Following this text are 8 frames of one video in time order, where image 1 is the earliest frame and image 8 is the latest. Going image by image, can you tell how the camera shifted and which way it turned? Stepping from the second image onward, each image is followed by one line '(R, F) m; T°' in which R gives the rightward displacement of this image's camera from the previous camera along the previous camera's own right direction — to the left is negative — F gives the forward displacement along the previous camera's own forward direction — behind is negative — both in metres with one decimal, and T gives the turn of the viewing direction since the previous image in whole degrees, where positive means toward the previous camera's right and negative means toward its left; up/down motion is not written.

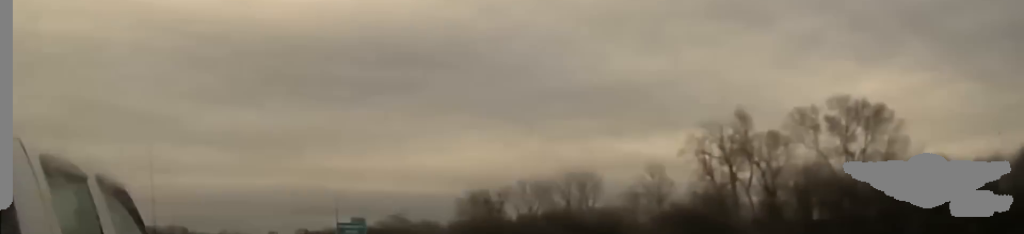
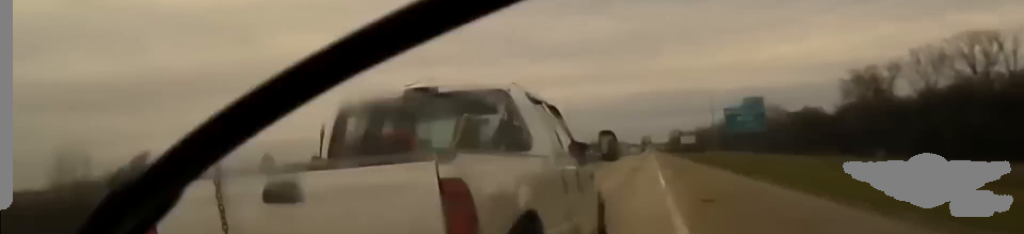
(-1.3, +38.7) m; -2°
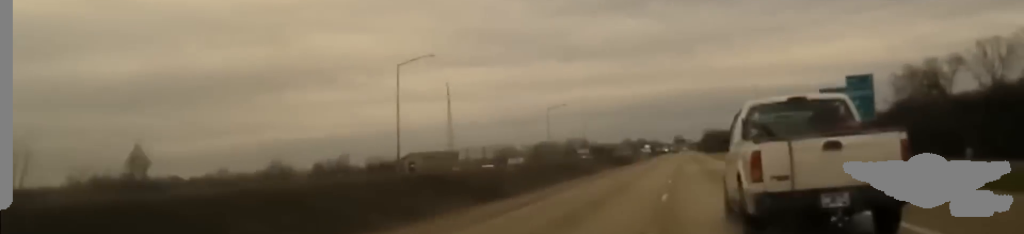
(-0.1, +25.4) m; -2°
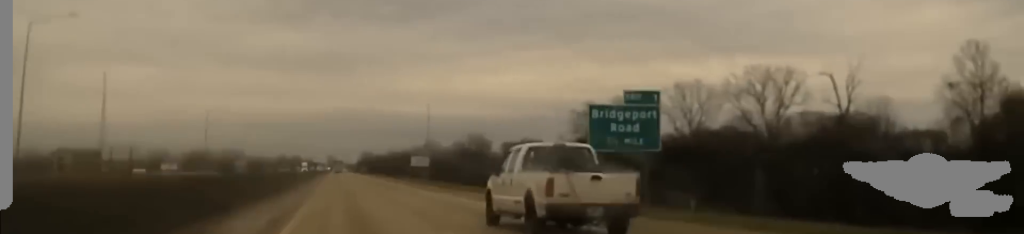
(-0.3, +16.2) m; 0°
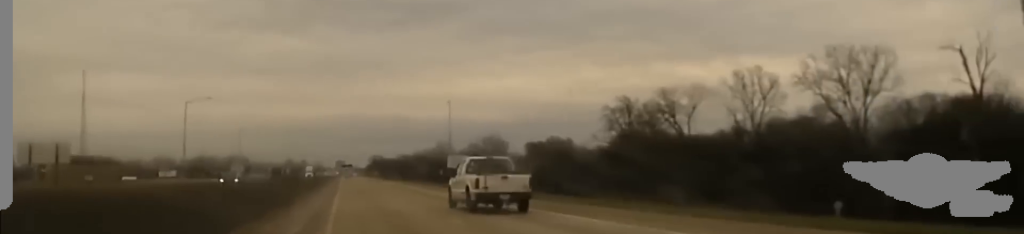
(+0.2, +30.1) m; +3°
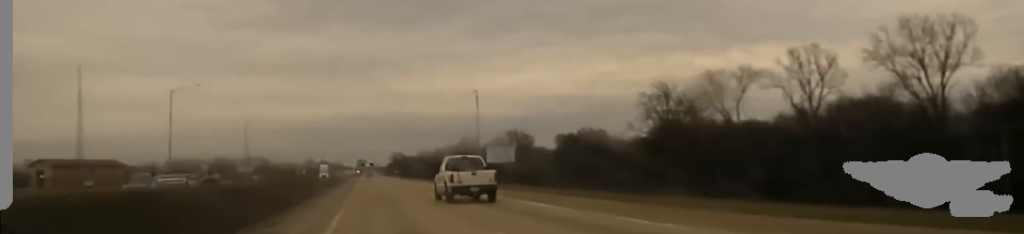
(+1.0, +19.5) m; +2°
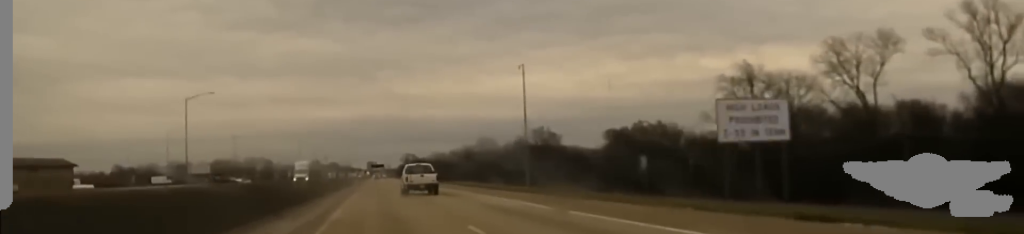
(-1.8, +56.9) m; -2°
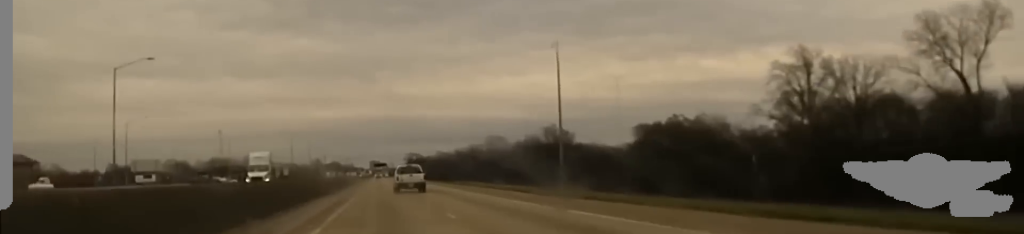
(+0.5, +30.2) m; +1°
